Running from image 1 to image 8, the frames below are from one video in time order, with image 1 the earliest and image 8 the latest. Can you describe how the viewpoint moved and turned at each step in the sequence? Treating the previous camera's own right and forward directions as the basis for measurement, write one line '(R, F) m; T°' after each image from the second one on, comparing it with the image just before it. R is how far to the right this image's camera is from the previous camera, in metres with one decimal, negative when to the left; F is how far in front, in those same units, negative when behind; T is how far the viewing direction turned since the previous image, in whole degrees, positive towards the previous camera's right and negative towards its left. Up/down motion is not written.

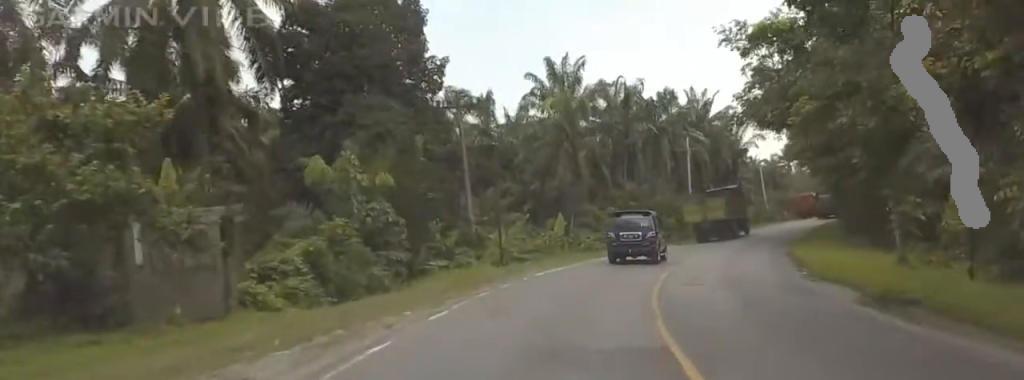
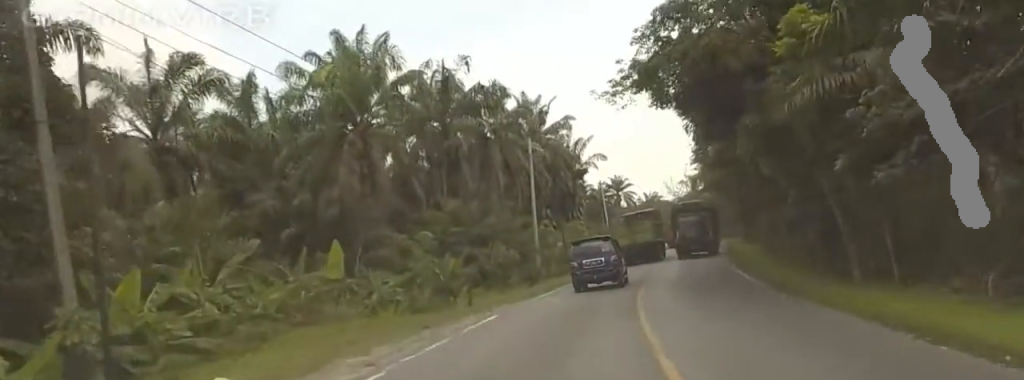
(+3.4, +23.6) m; +15°
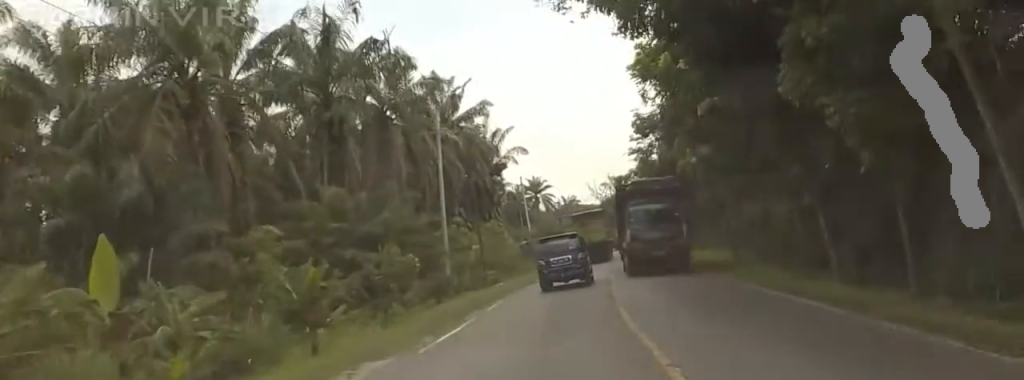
(+0.9, +12.8) m; +2°
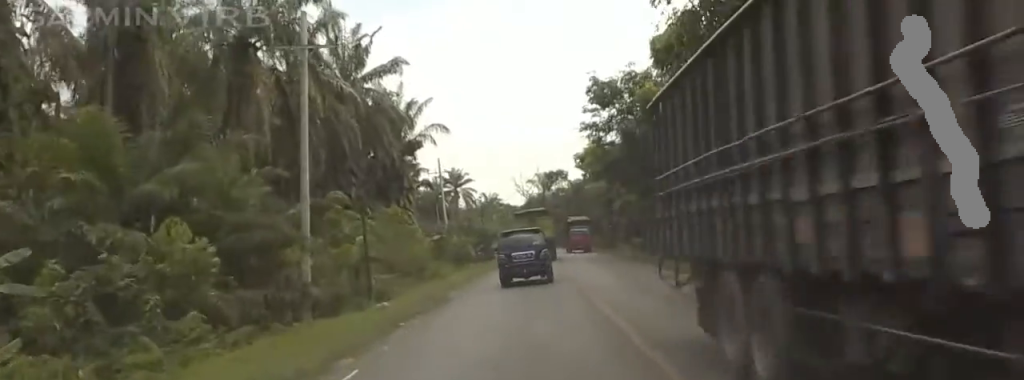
(-0.3, +16.7) m; +2°
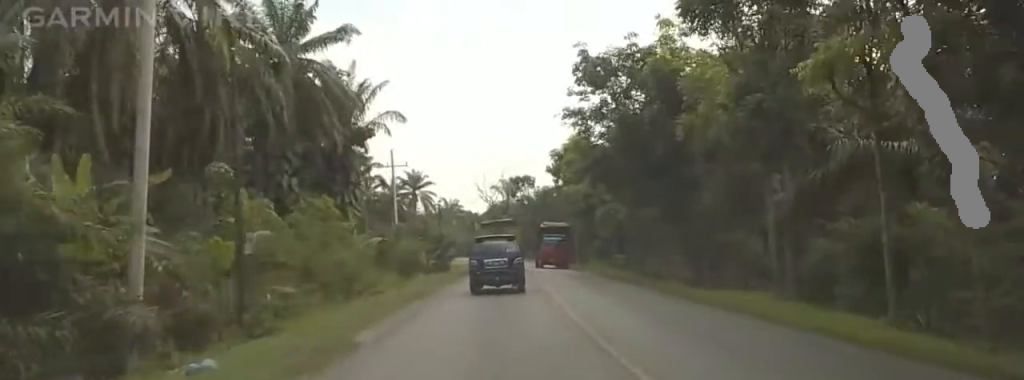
(+0.4, +10.3) m; +2°
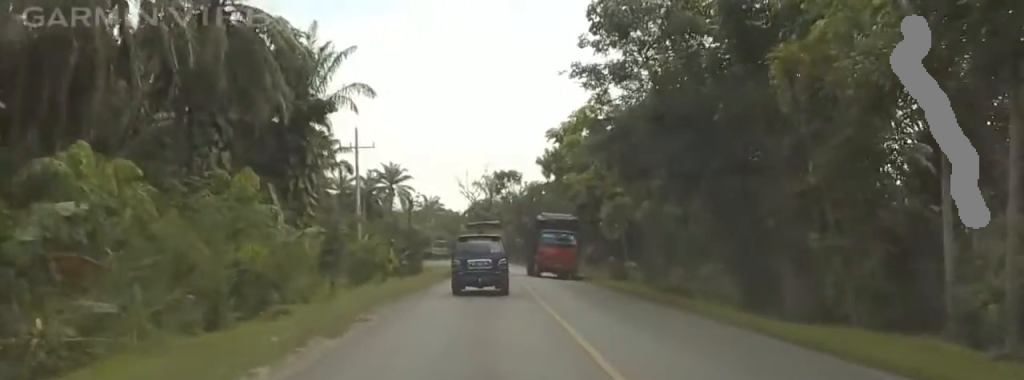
(+0.1, +10.7) m; 0°
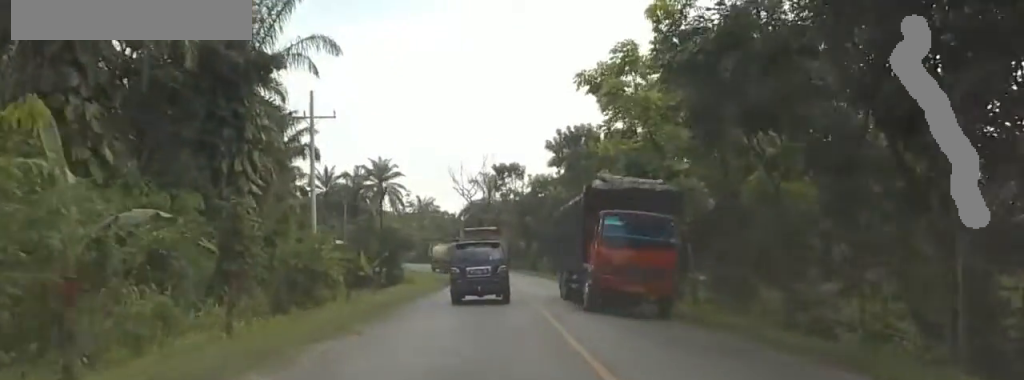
(0.0, +14.5) m; +1°
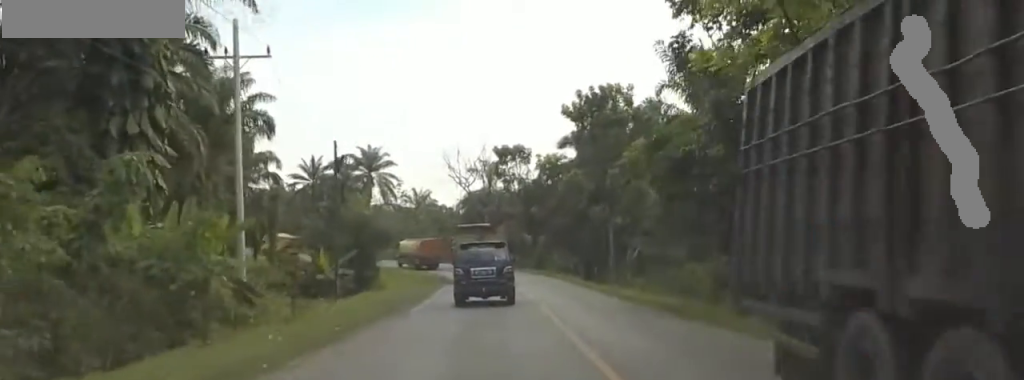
(+0.3, +13.7) m; 0°
